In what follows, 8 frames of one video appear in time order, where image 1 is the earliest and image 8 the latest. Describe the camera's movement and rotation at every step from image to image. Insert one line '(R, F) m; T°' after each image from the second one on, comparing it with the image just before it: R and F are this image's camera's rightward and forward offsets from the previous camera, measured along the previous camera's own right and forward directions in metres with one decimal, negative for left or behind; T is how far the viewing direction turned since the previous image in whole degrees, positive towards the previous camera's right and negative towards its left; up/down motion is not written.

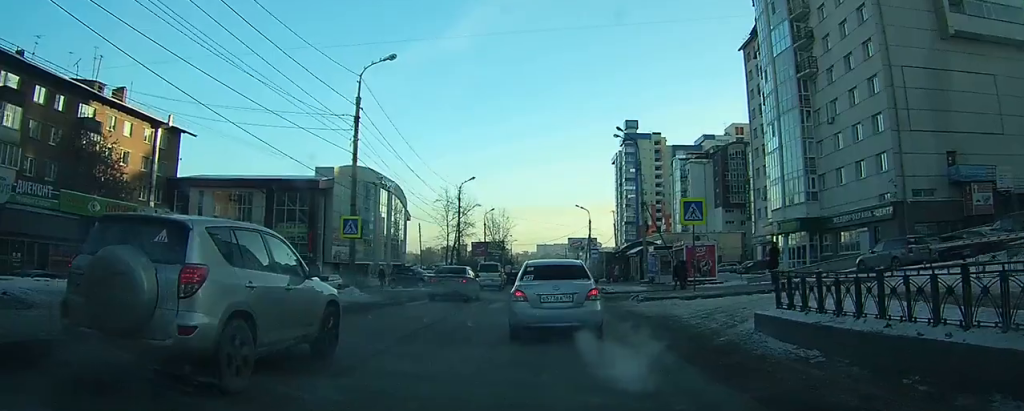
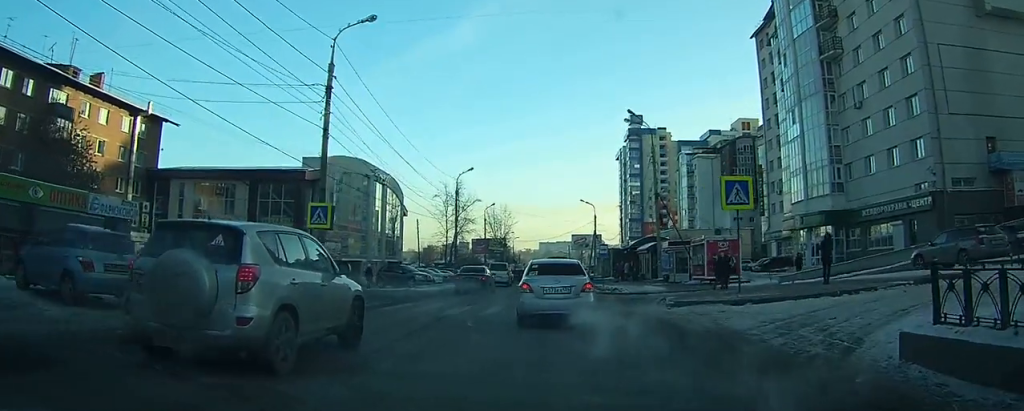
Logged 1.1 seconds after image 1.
(-0.2, +3.8) m; -3°
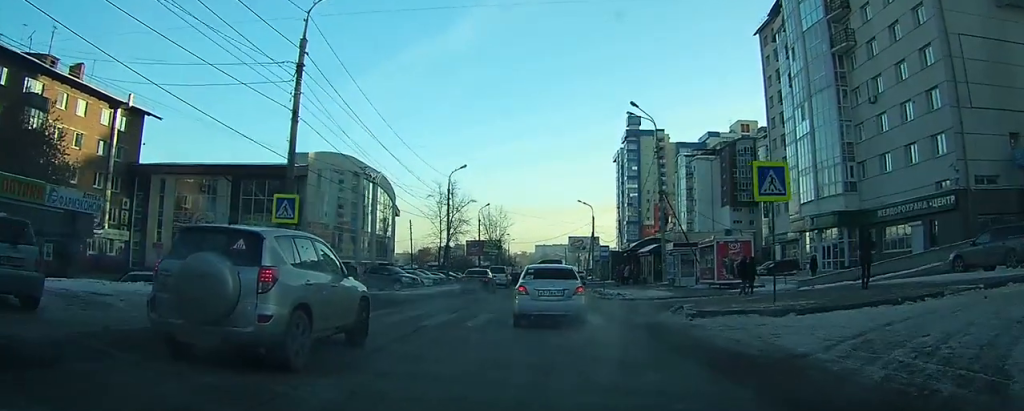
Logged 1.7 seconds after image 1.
(0.0, +2.3) m; 0°
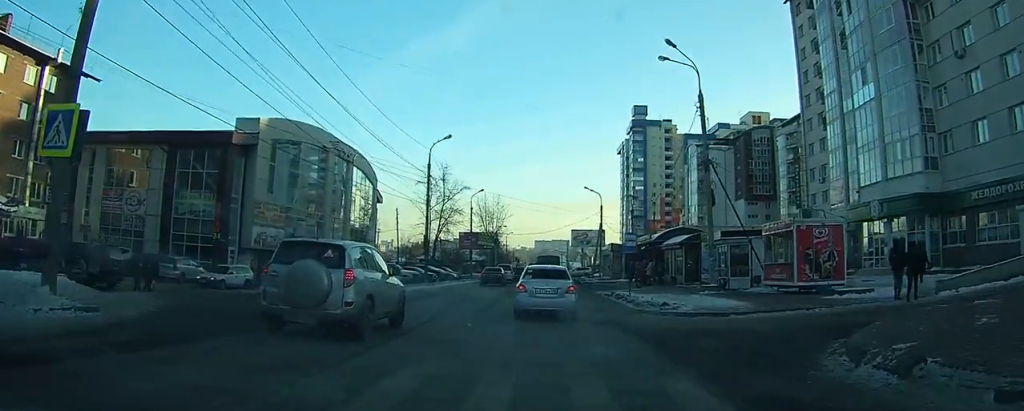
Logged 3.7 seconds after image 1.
(0.0, +8.9) m; +1°
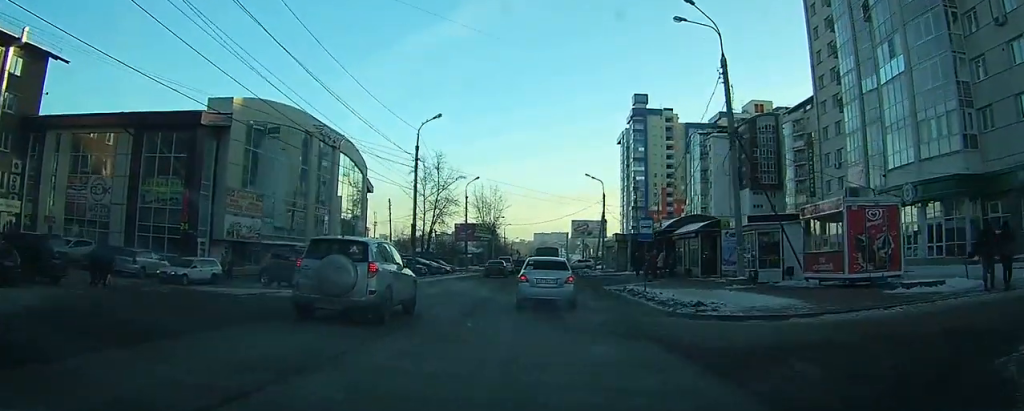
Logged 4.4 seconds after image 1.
(0.0, +3.6) m; 0°
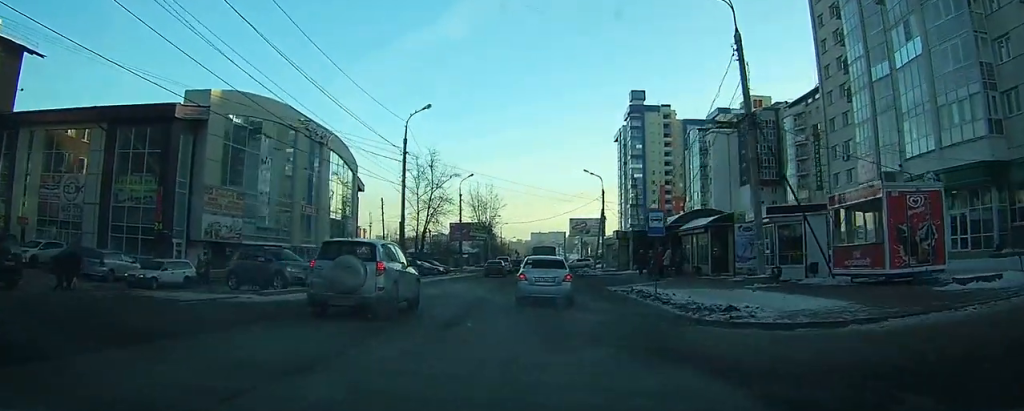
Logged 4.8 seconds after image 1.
(0.0, +2.3) m; 0°
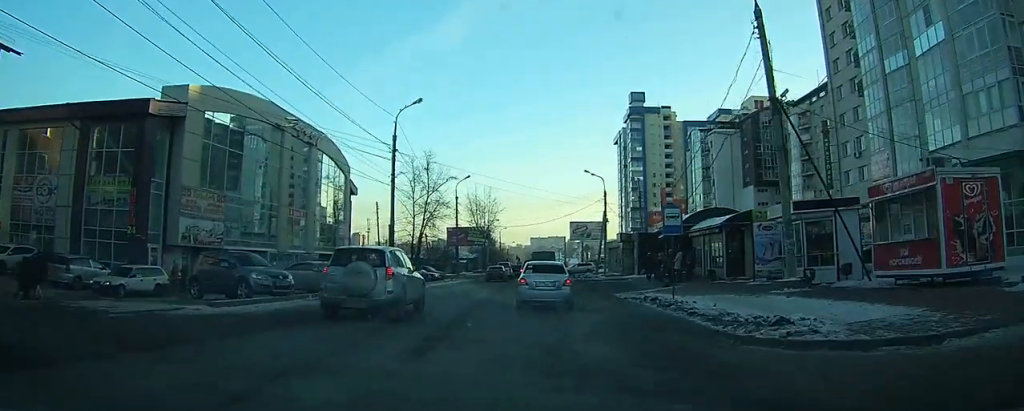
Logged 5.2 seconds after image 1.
(0.0, +2.4) m; 0°
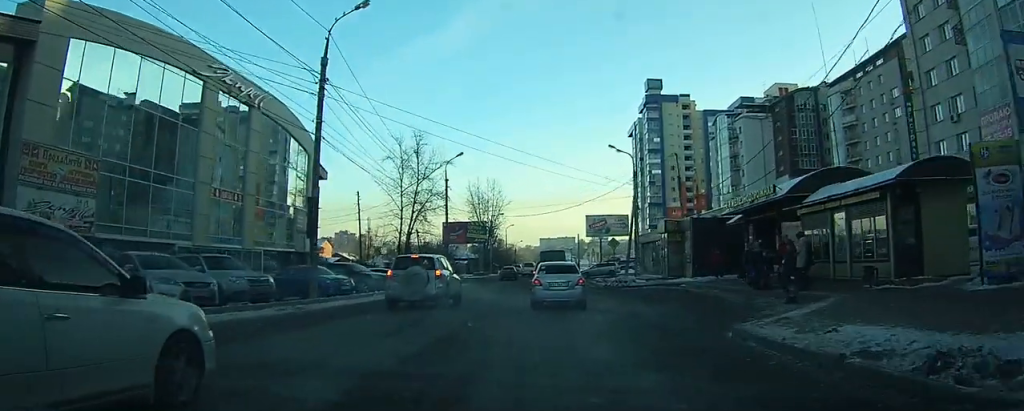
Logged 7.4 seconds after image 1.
(-0.3, +12.4) m; -3°
